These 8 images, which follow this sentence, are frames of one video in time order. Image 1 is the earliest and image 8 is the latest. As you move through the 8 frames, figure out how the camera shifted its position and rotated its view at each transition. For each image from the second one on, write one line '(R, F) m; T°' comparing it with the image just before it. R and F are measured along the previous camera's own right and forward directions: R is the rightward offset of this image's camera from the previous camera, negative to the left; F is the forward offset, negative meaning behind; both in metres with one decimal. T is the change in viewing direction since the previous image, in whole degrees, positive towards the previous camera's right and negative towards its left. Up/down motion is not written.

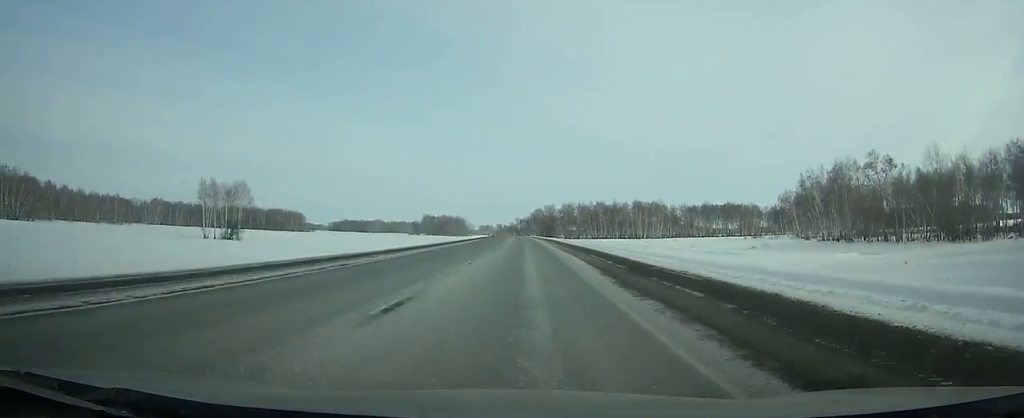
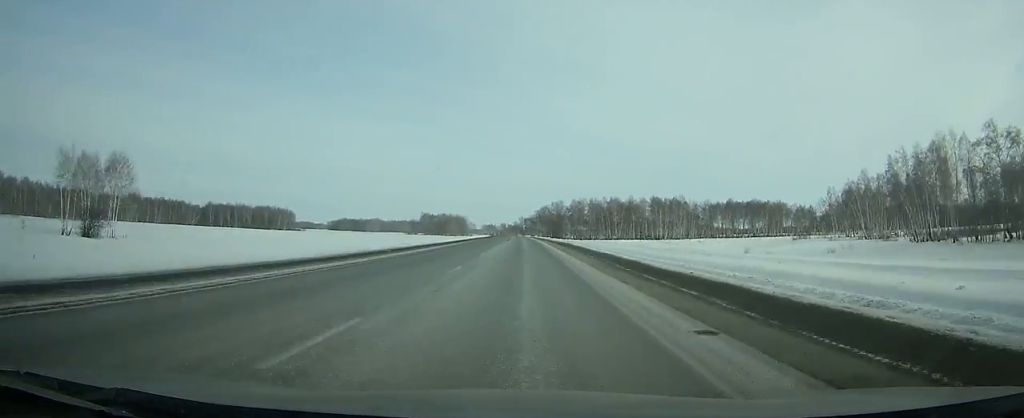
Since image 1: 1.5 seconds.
(-0.3, +39.8) m; -1°
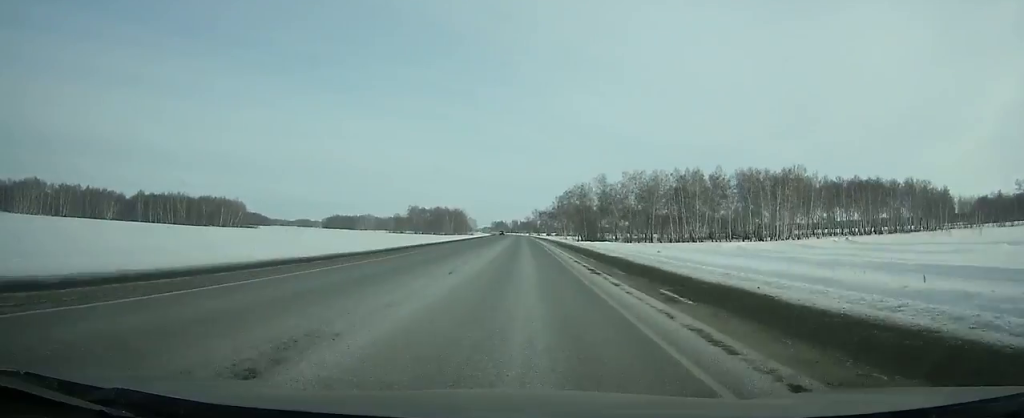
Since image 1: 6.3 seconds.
(-1.6, +127.3) m; -1°
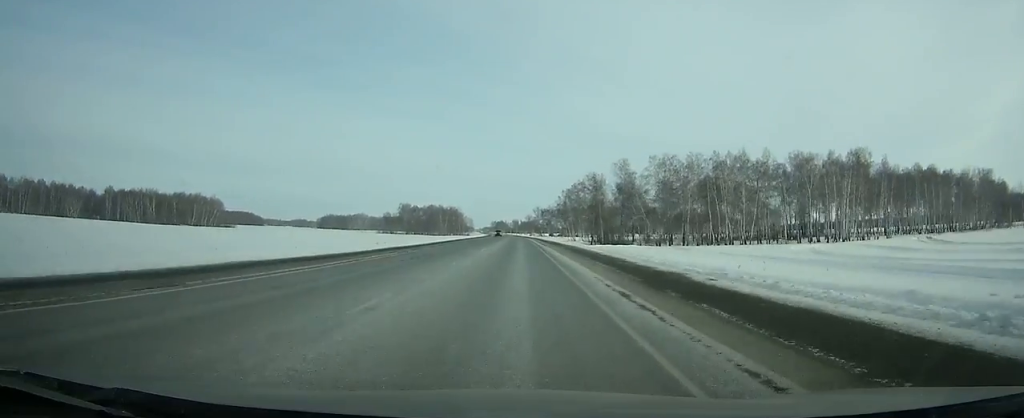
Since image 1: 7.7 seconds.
(-0.2, +37.2) m; 0°
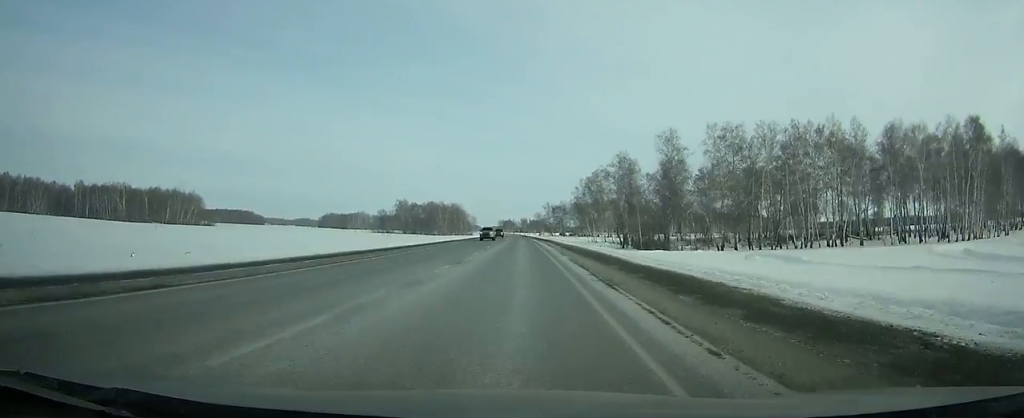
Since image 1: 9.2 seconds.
(0.0, +39.9) m; -1°
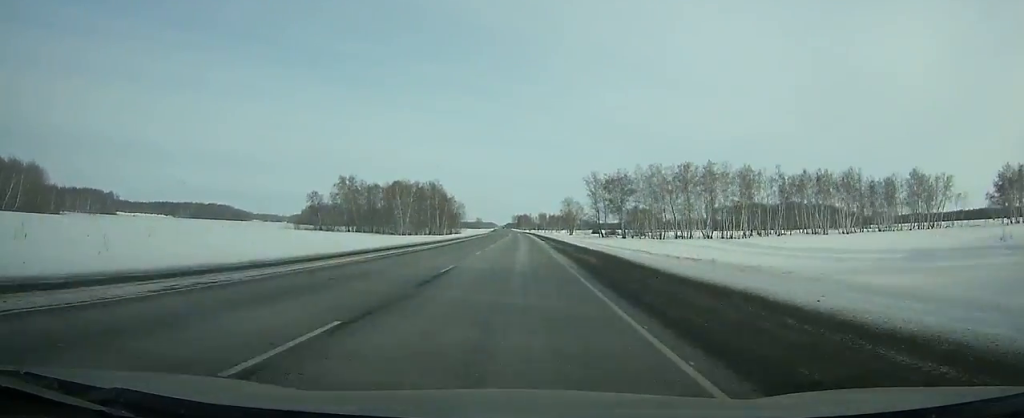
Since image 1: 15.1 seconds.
(-2.7, +158.1) m; -2°
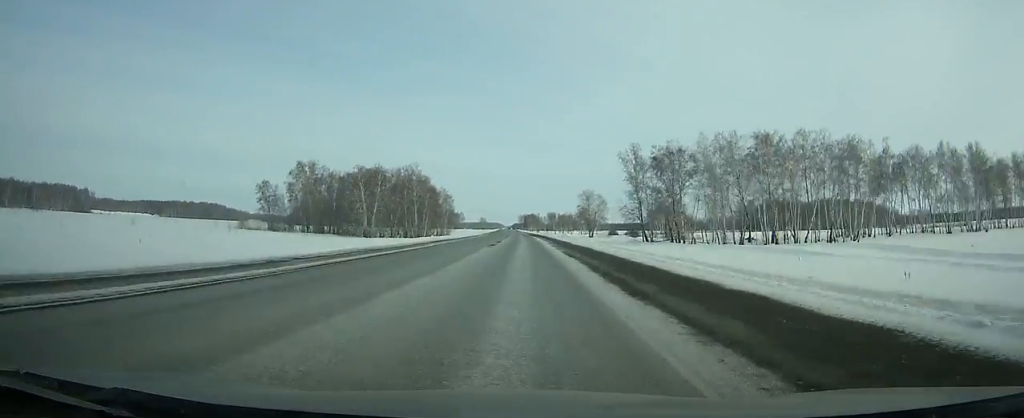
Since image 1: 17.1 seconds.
(-0.4, +54.3) m; -1°
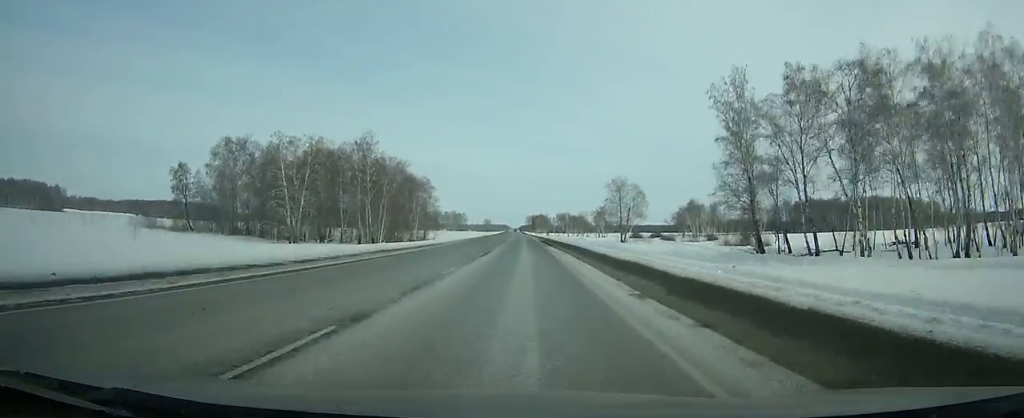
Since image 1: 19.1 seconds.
(-0.3, +54.4) m; -1°
